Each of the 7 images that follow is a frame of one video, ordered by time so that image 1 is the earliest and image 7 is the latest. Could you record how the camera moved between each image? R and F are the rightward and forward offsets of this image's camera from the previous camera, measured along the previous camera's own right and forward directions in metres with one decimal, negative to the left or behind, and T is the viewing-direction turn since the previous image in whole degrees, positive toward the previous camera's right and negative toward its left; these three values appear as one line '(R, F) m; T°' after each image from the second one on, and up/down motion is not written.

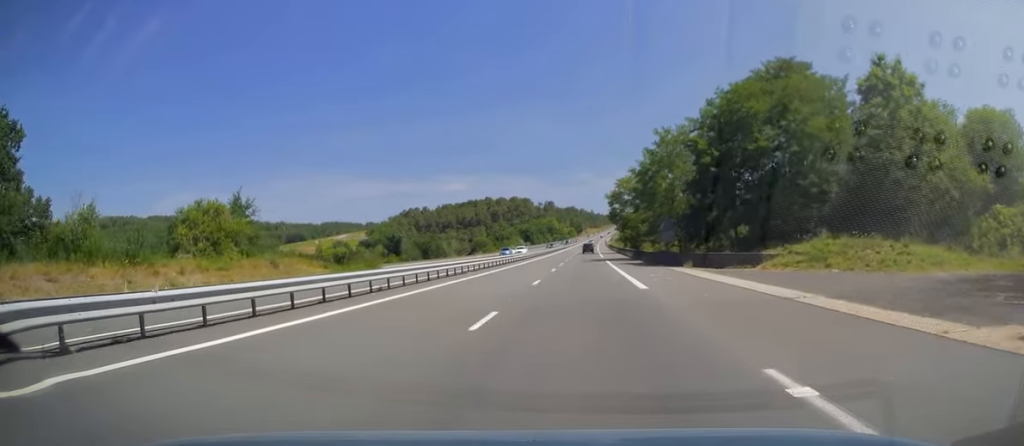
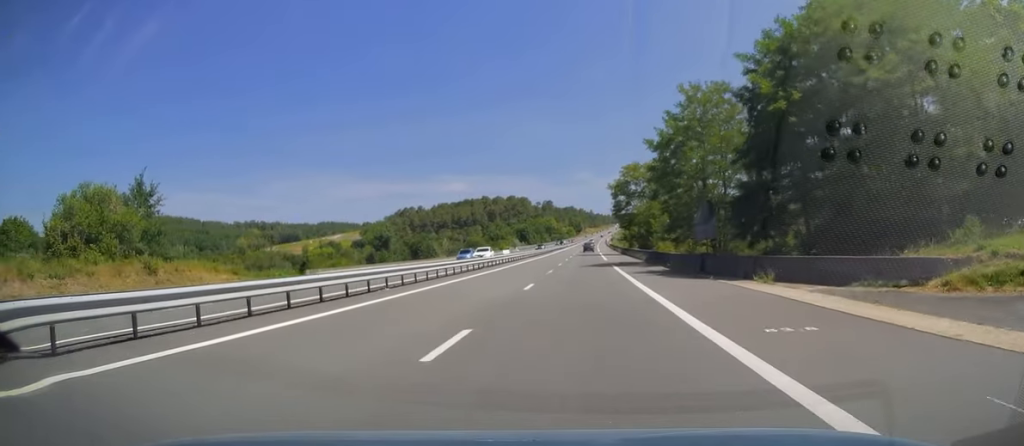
(0.0, +16.1) m; 0°
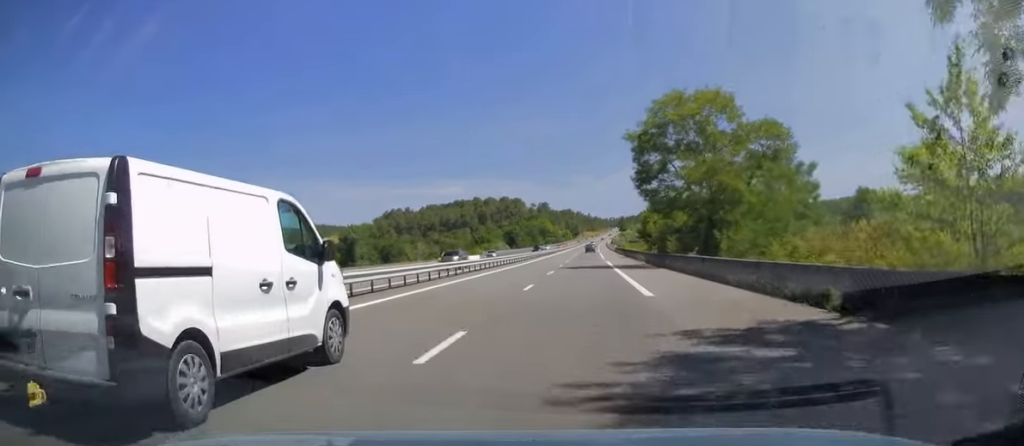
(+0.3, +39.6) m; +1°
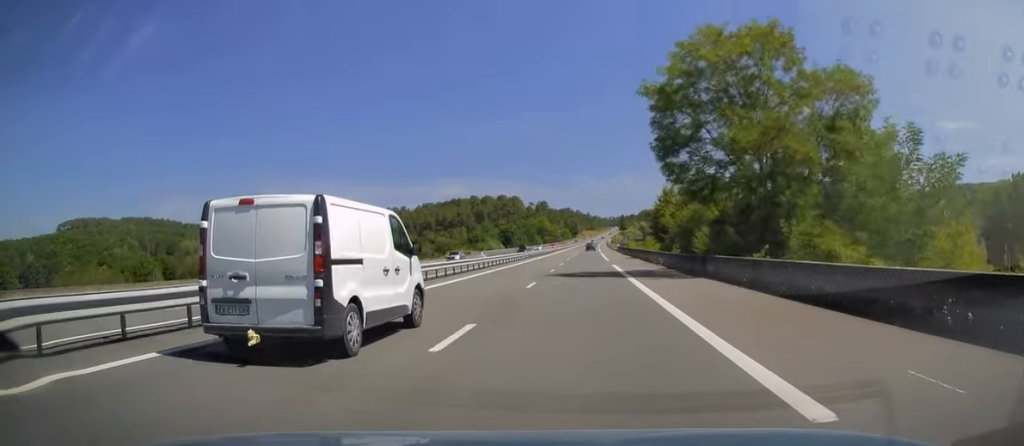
(+0.1, +12.7) m; 0°
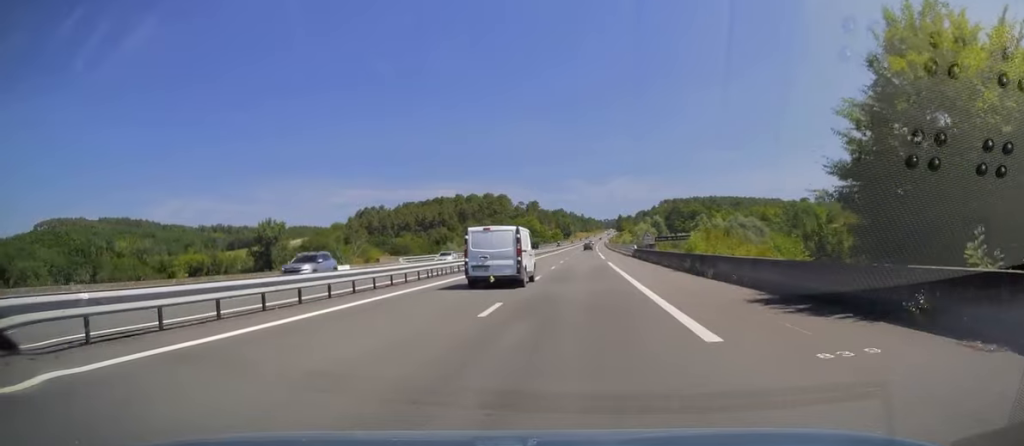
(+0.1, +48.8) m; +1°
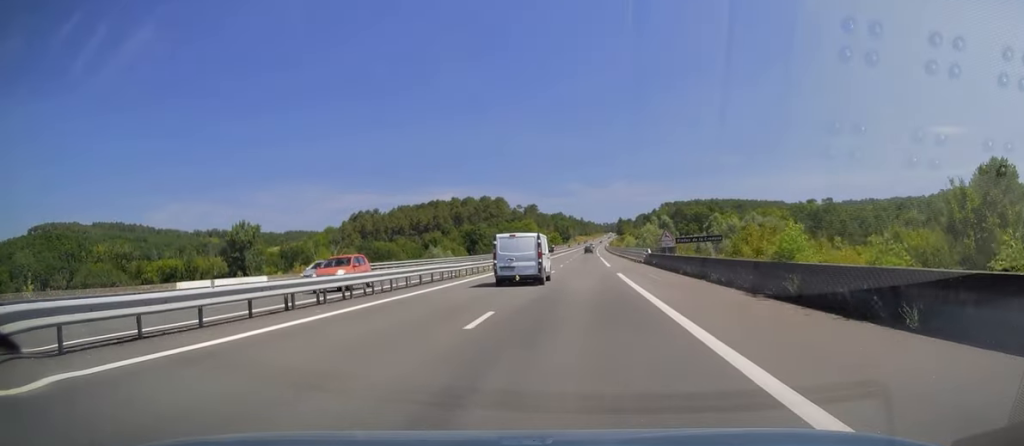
(+0.1, +14.6) m; 0°
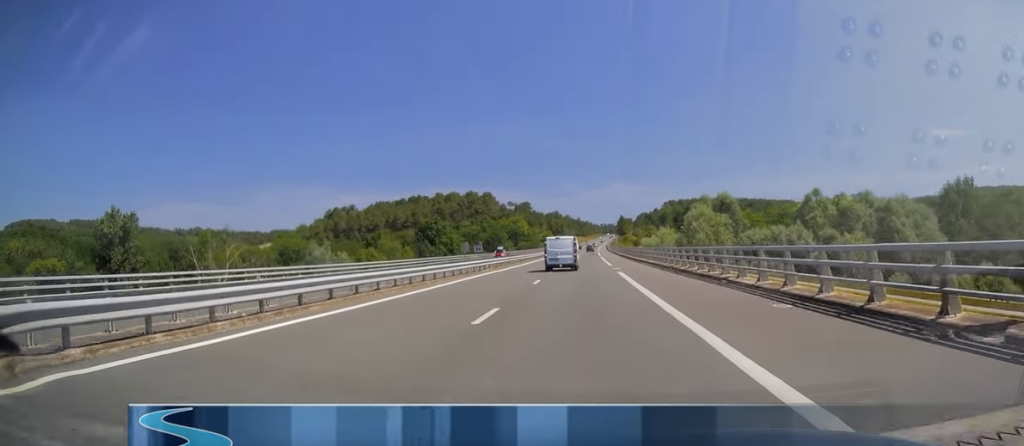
(0.0, +52.1) m; 0°
